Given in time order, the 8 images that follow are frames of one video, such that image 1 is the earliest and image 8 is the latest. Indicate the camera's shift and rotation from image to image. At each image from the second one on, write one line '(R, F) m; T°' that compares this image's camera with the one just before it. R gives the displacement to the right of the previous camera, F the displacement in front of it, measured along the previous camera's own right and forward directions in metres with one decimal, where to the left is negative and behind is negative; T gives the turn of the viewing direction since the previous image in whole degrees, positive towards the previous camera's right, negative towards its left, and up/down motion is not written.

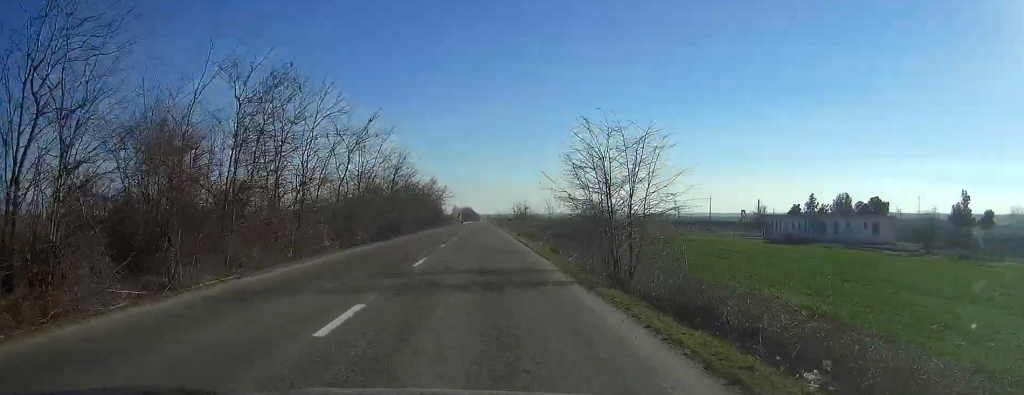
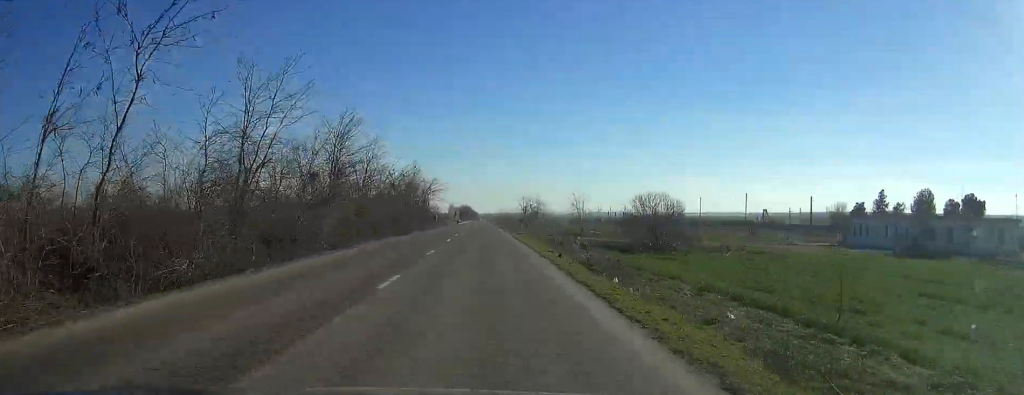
(0.0, +30.6) m; 0°
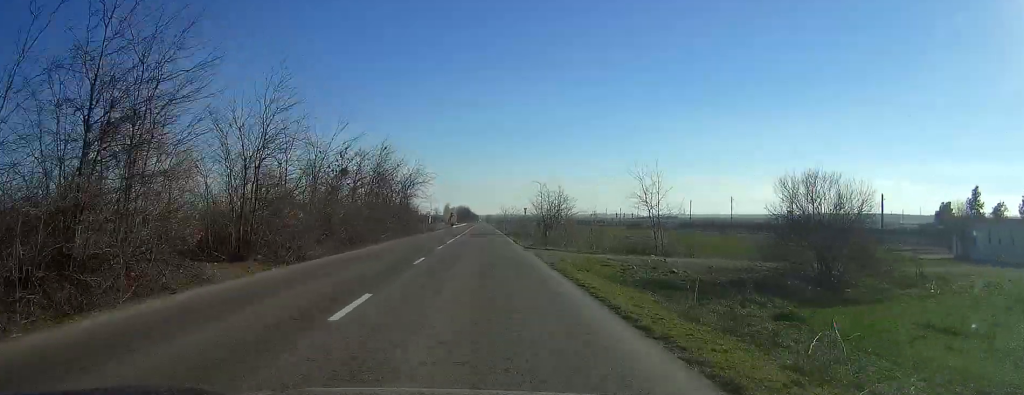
(0.0, +29.6) m; 0°
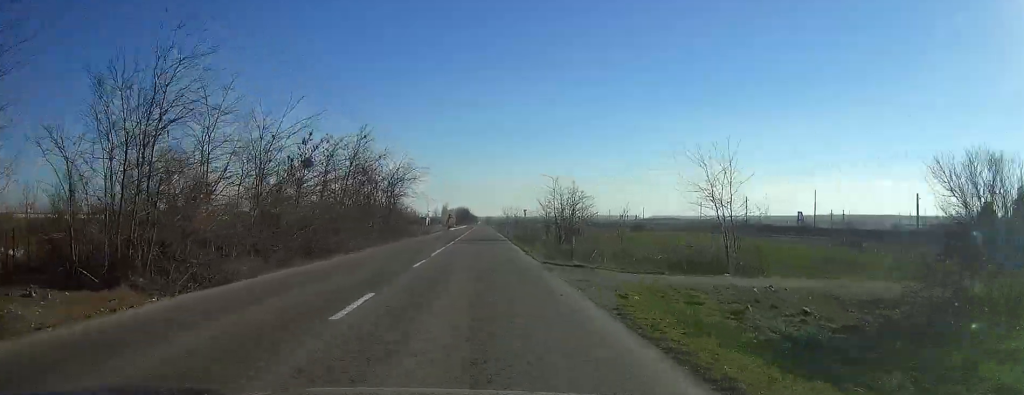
(0.0, +11.6) m; 0°
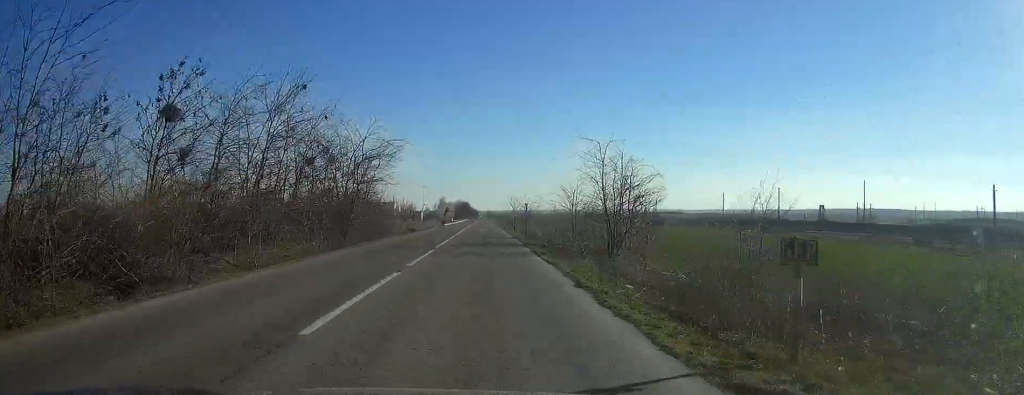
(+0.1, +20.7) m; 0°
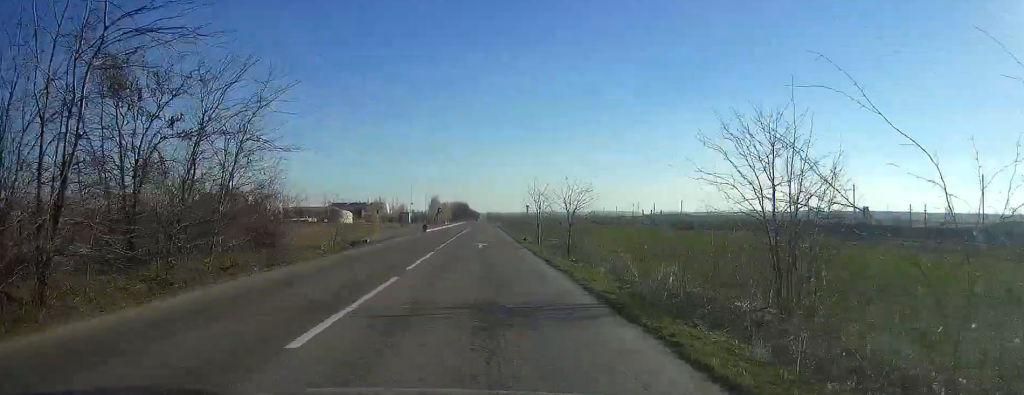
(0.0, +35.9) m; 0°
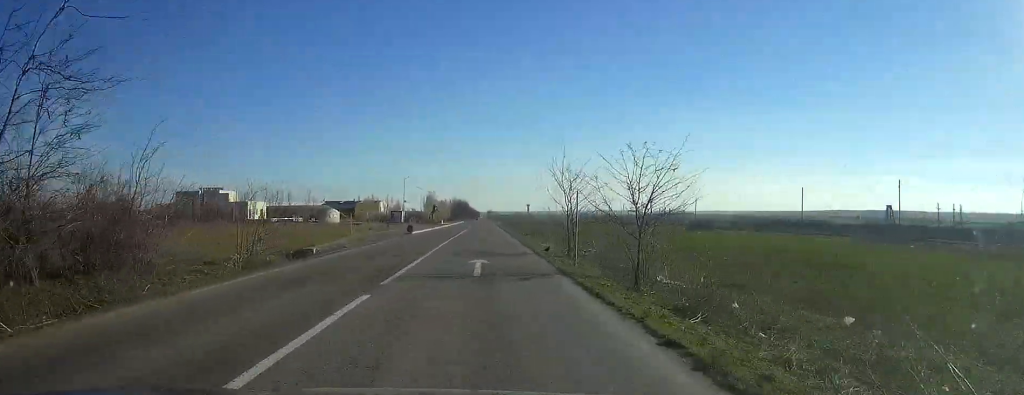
(0.0, +16.2) m; 0°
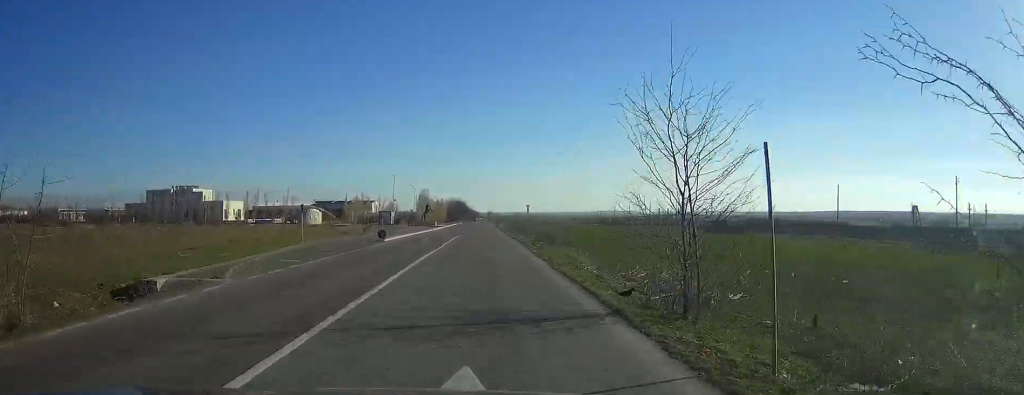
(0.0, +17.1) m; 0°
